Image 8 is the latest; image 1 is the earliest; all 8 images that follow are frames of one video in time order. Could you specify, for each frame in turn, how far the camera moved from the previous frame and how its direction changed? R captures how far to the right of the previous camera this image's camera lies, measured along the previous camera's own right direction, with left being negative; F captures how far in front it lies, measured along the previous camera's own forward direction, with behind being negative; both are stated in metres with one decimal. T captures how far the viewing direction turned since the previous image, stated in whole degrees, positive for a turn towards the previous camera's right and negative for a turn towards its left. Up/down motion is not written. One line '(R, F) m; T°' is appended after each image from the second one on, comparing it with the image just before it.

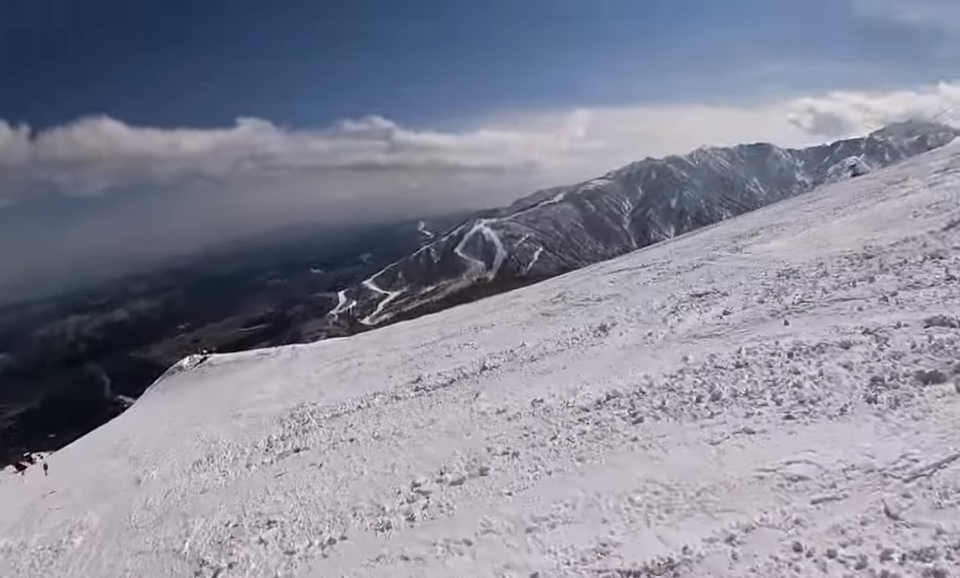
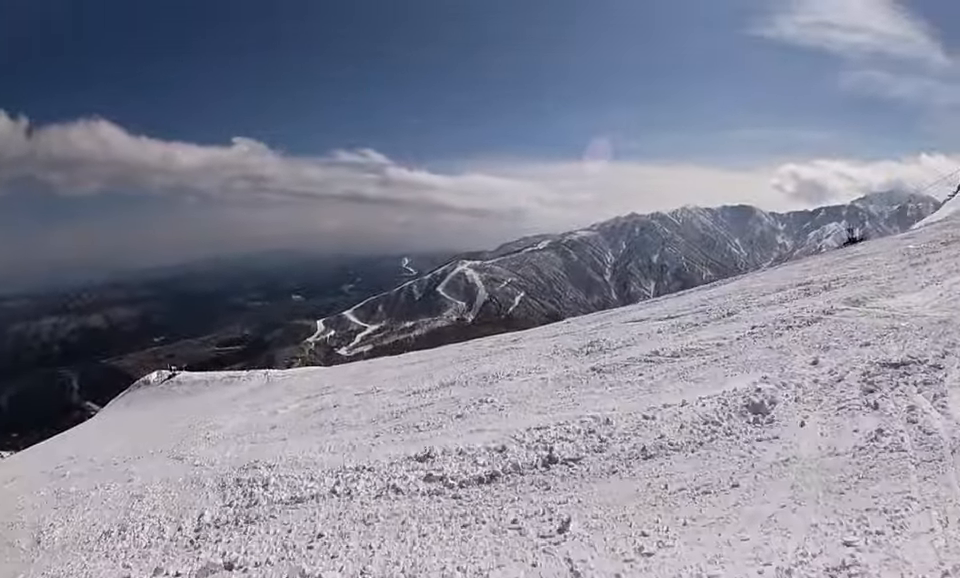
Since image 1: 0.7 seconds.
(+0.6, +3.1) m; +7°
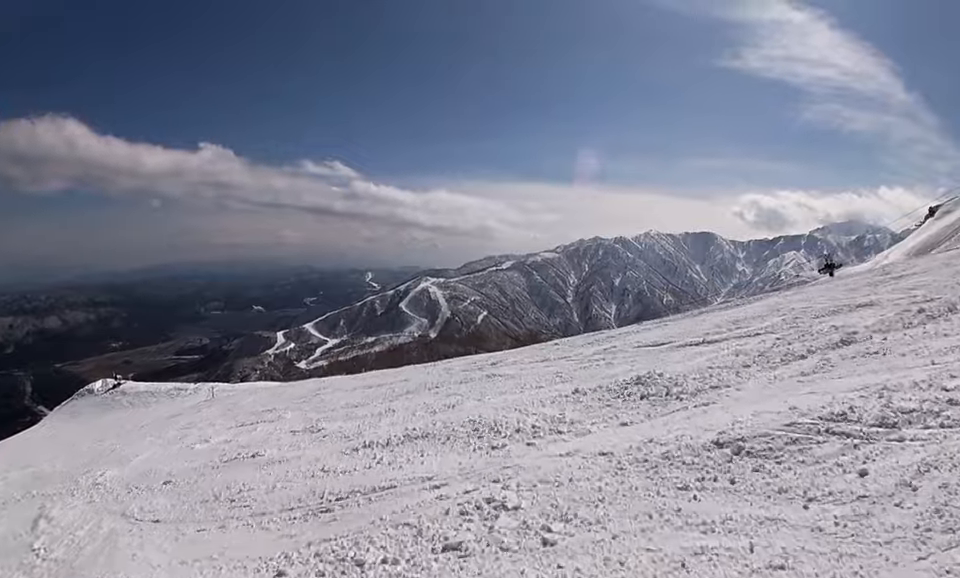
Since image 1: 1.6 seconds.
(+0.4, +4.3) m; 0°
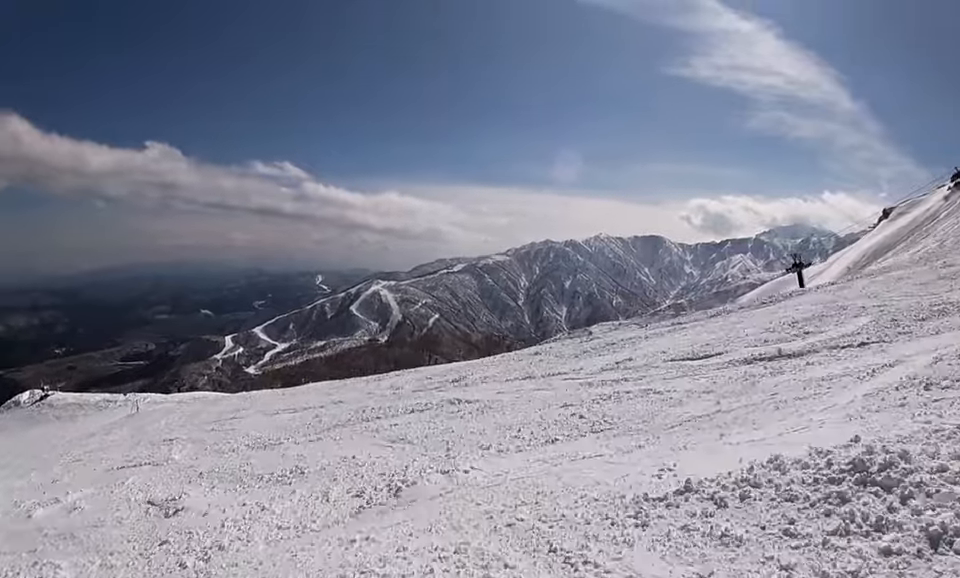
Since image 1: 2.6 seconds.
(-0.4, +4.7) m; -2°
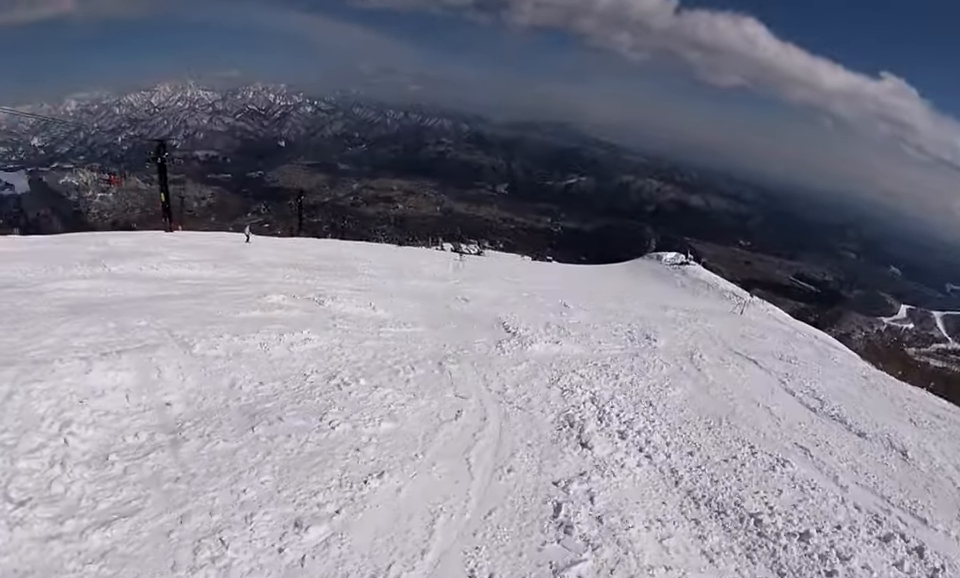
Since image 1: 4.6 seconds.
(-2.6, +6.4) m; -78°
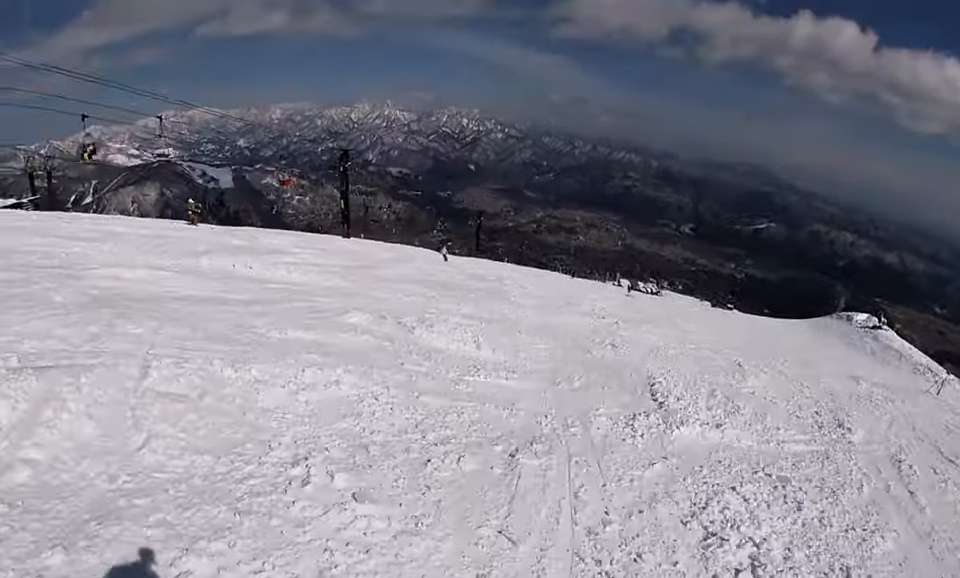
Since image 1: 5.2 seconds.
(-1.1, +2.1) m; -15°
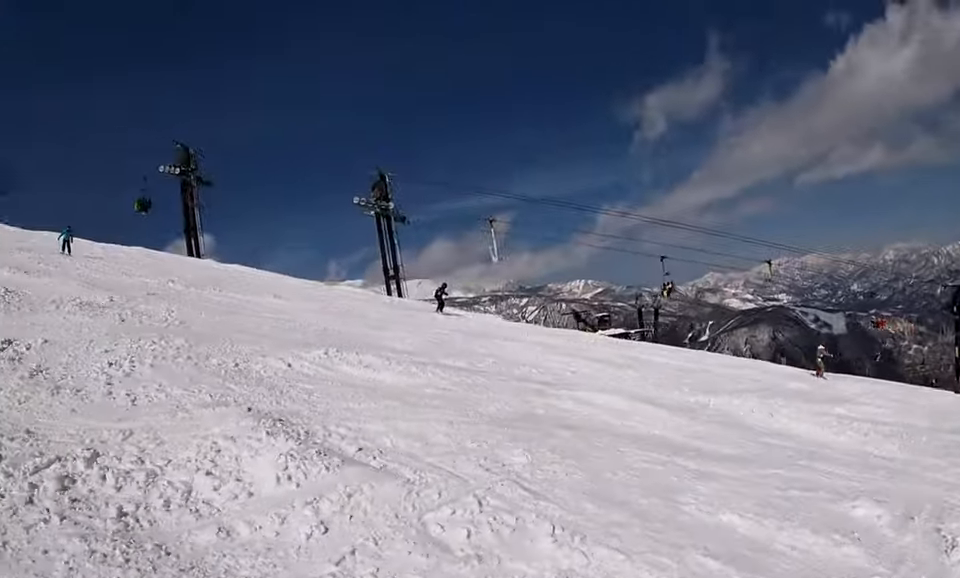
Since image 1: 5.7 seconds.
(+0.2, +1.9) m; -5°
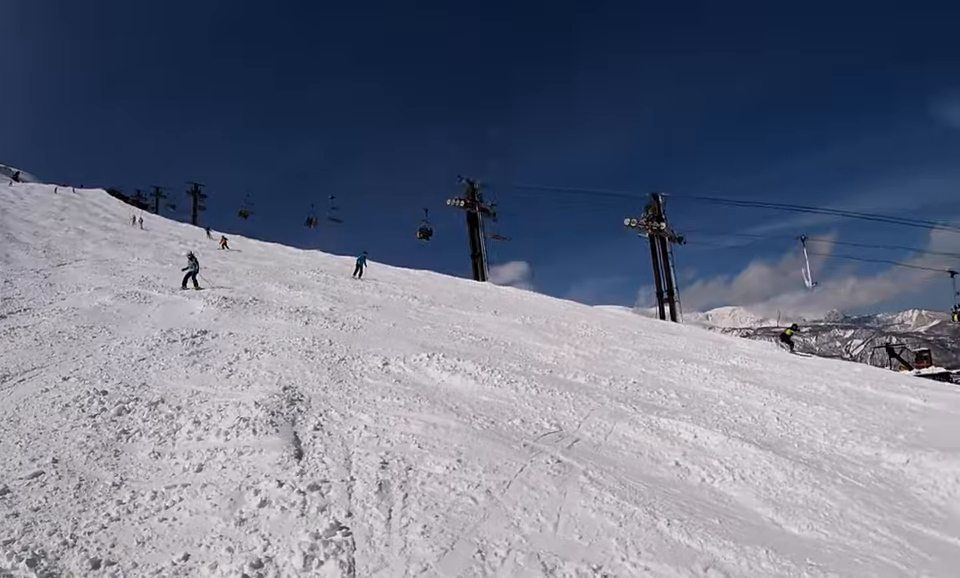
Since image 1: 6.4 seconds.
(+0.3, +2.2) m; -8°
